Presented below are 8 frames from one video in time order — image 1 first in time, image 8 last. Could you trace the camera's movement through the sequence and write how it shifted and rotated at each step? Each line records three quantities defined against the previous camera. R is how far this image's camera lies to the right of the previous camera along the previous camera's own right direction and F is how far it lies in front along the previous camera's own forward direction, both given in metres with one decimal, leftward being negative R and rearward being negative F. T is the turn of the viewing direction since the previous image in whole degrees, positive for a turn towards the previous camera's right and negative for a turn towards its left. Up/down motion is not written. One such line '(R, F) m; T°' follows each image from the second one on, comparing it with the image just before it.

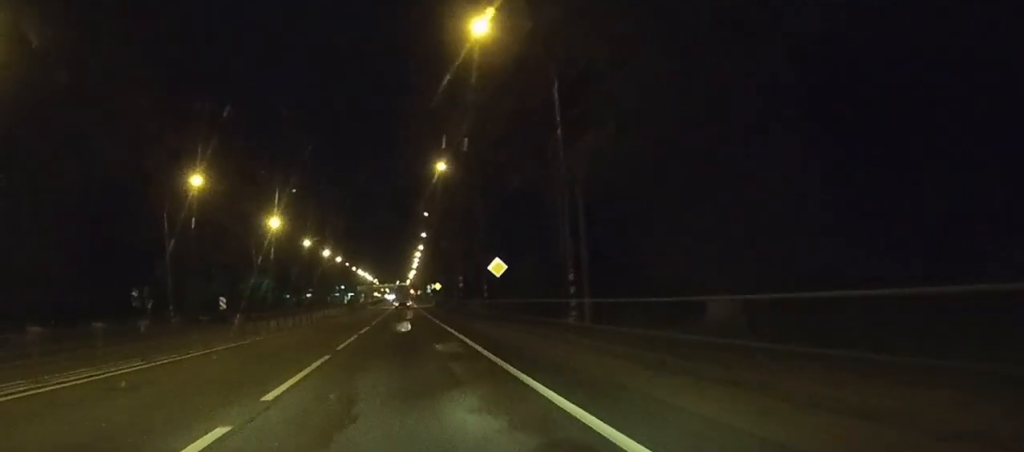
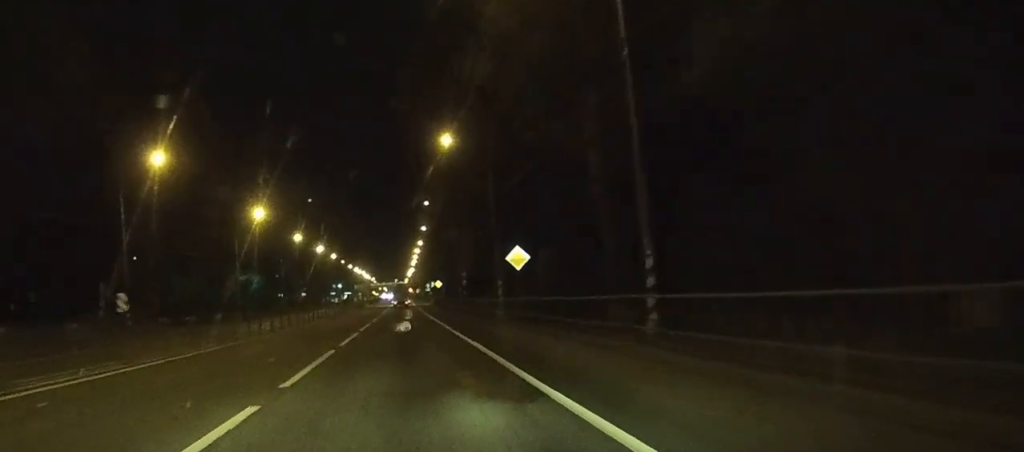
(+0.1, +12.6) m; 0°
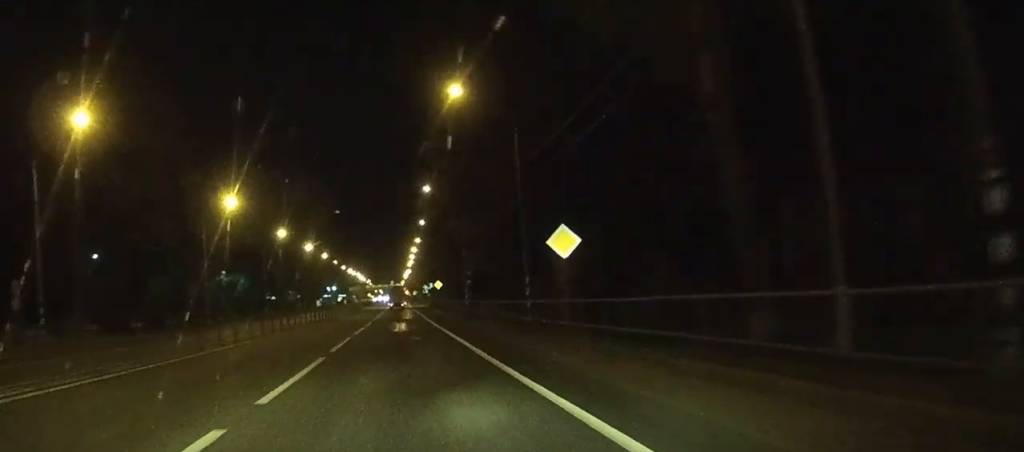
(+0.1, +15.8) m; 0°
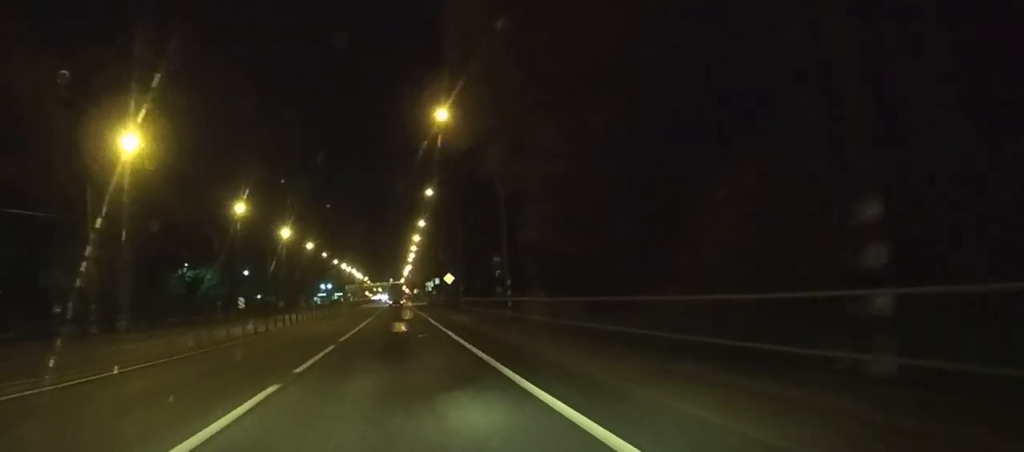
(+0.2, +32.2) m; 0°
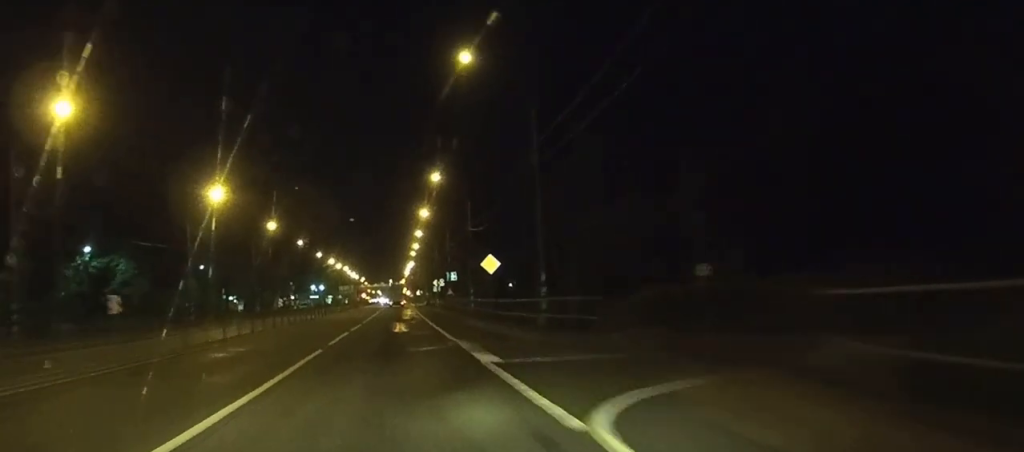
(-0.1, +47.4) m; 0°
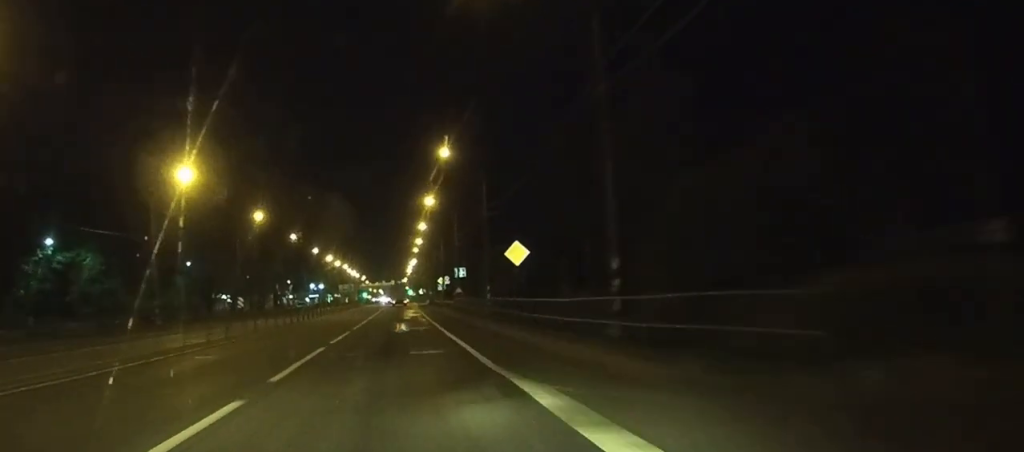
(0.0, +11.9) m; 0°
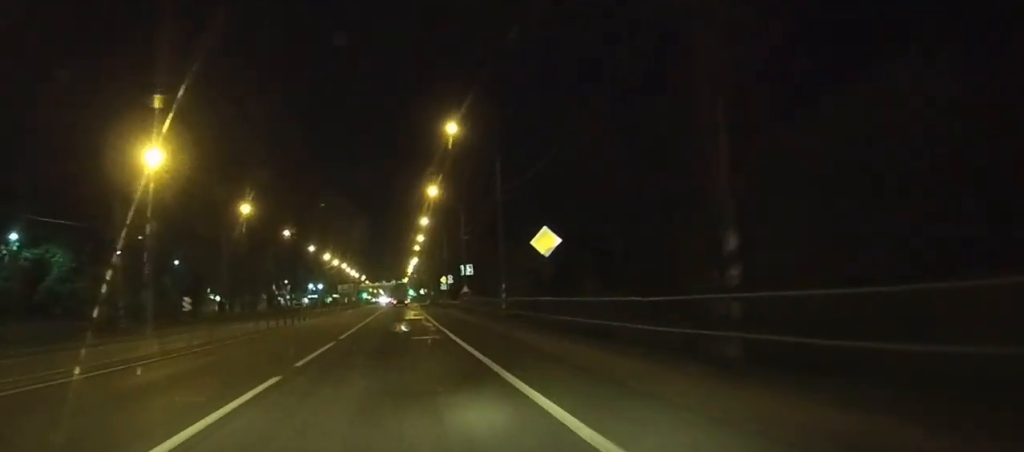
(0.0, +8.7) m; 0°
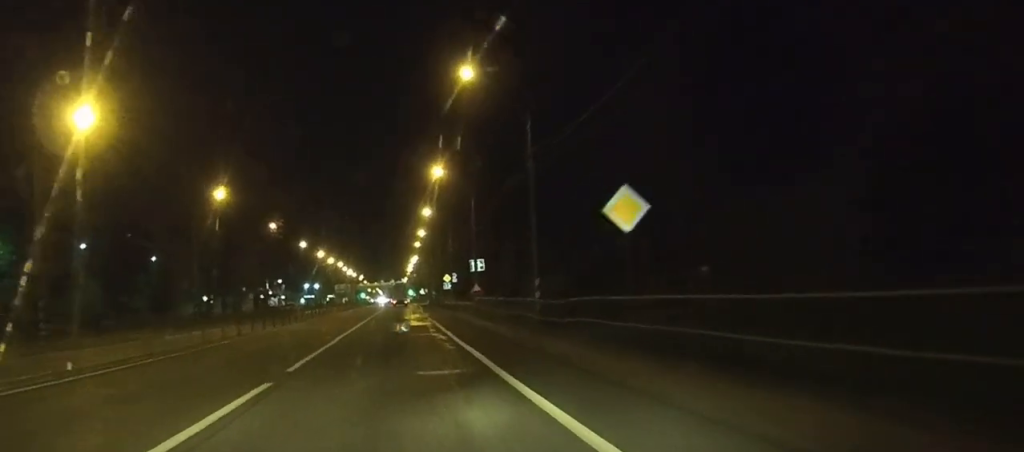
(0.0, +13.0) m; 0°
